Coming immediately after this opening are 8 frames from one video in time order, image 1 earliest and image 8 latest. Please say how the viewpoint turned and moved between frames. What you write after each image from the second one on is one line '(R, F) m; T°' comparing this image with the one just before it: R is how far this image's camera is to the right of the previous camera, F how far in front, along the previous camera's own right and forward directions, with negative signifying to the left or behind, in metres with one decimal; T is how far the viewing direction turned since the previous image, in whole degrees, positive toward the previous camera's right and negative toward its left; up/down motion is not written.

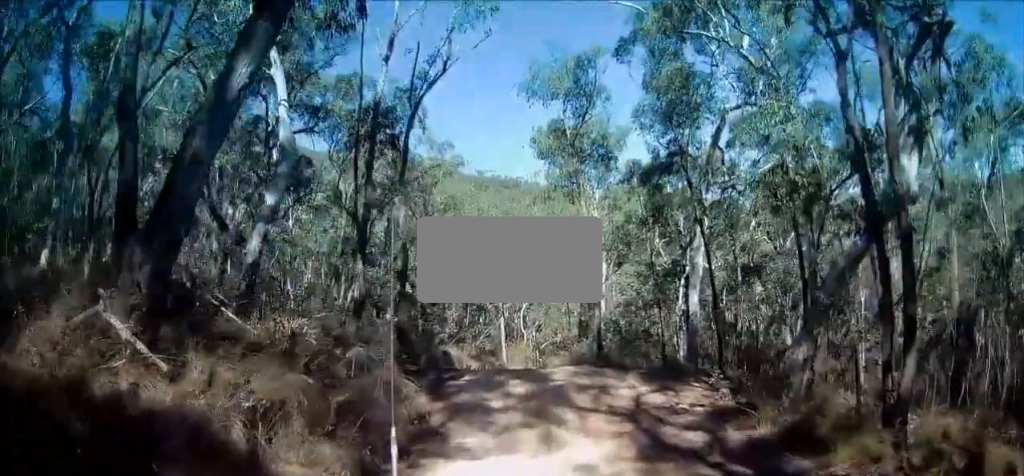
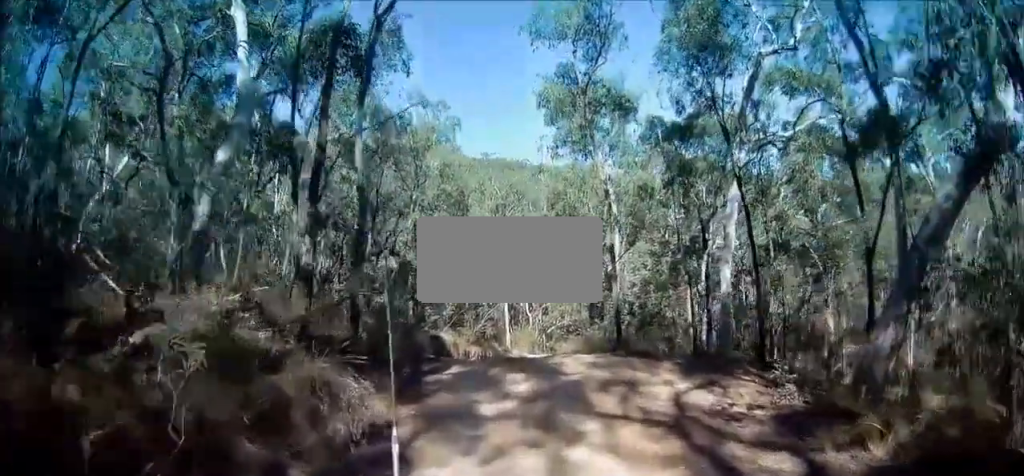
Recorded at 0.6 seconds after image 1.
(0.0, +3.4) m; -1°
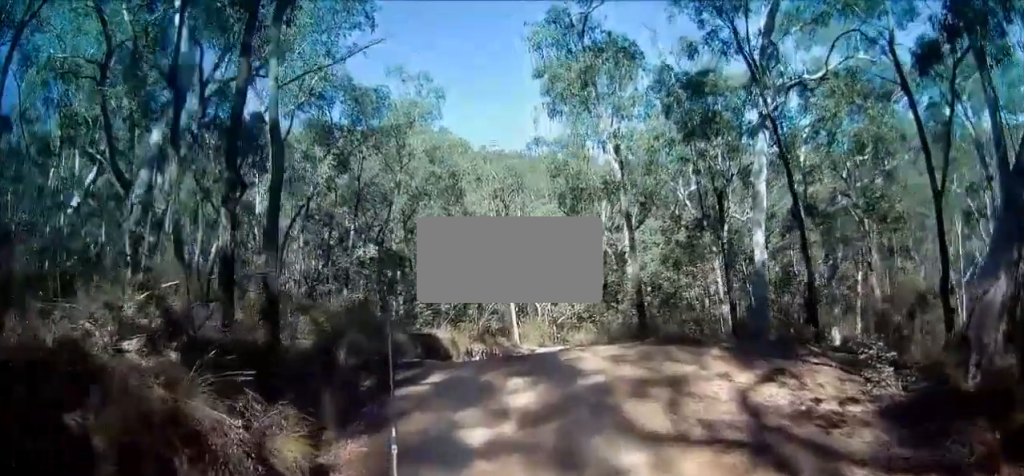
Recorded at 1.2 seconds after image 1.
(-0.1, +2.9) m; 0°
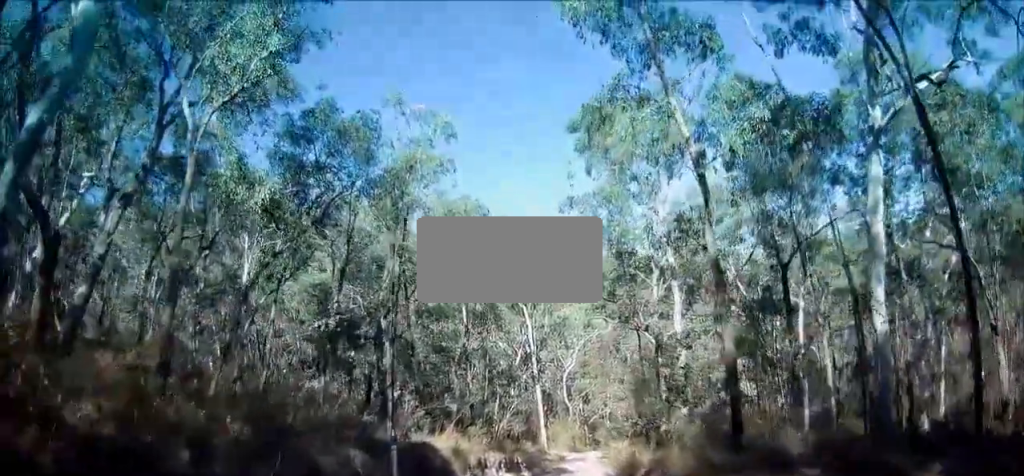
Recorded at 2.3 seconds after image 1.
(+0.1, +5.4) m; 0°
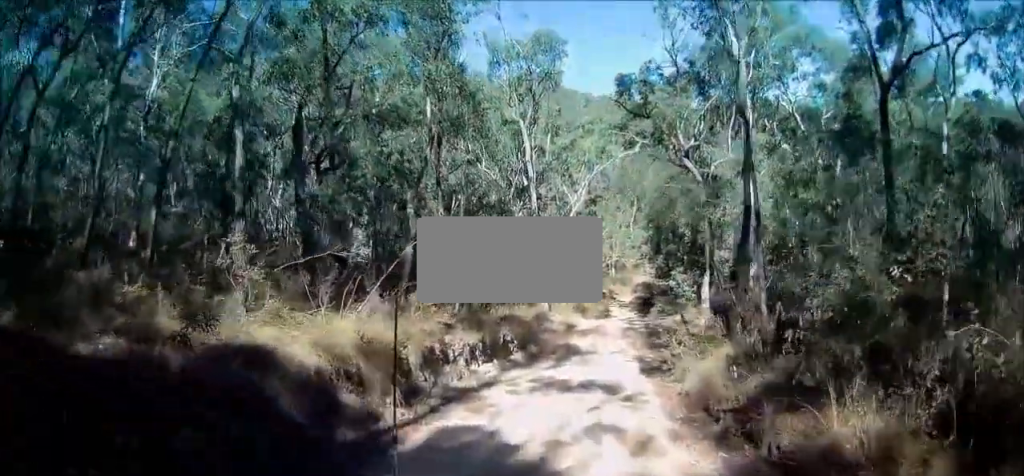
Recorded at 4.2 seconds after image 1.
(0.0, +9.1) m; +1°
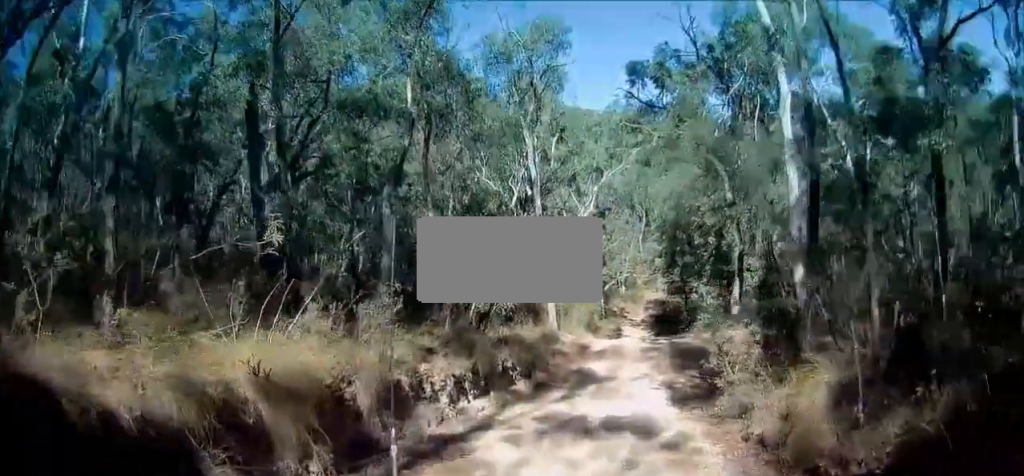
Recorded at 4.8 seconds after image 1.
(0.0, +2.9) m; +1°
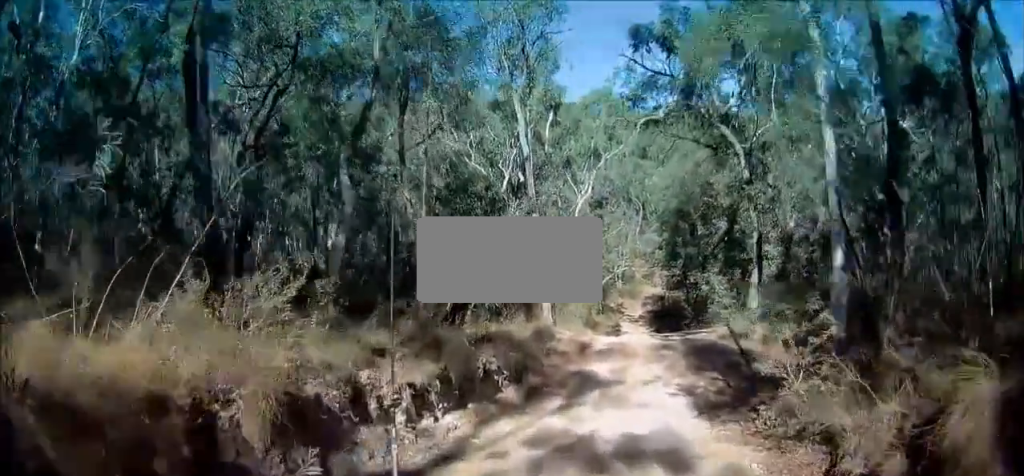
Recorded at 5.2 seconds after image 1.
(0.0, +2.4) m; 0°
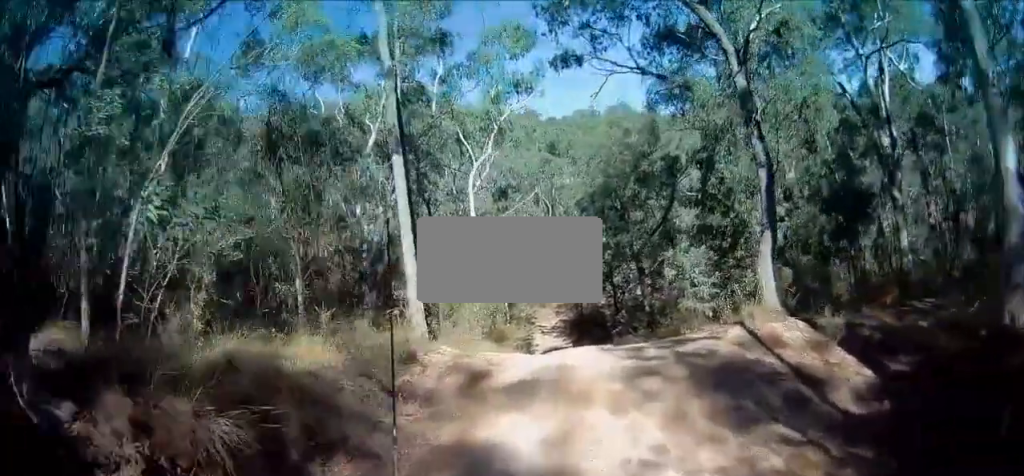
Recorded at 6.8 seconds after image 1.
(0.0, +7.7) m; +1°
